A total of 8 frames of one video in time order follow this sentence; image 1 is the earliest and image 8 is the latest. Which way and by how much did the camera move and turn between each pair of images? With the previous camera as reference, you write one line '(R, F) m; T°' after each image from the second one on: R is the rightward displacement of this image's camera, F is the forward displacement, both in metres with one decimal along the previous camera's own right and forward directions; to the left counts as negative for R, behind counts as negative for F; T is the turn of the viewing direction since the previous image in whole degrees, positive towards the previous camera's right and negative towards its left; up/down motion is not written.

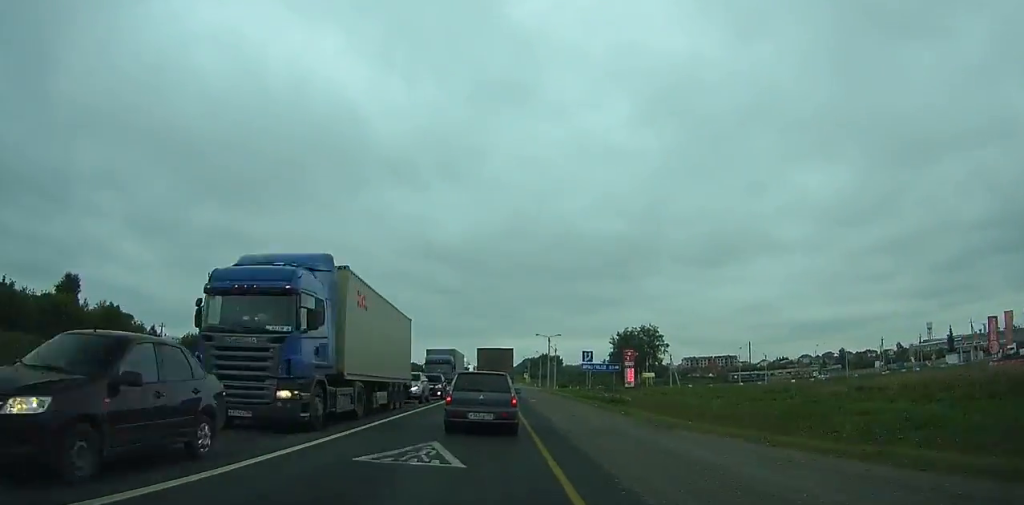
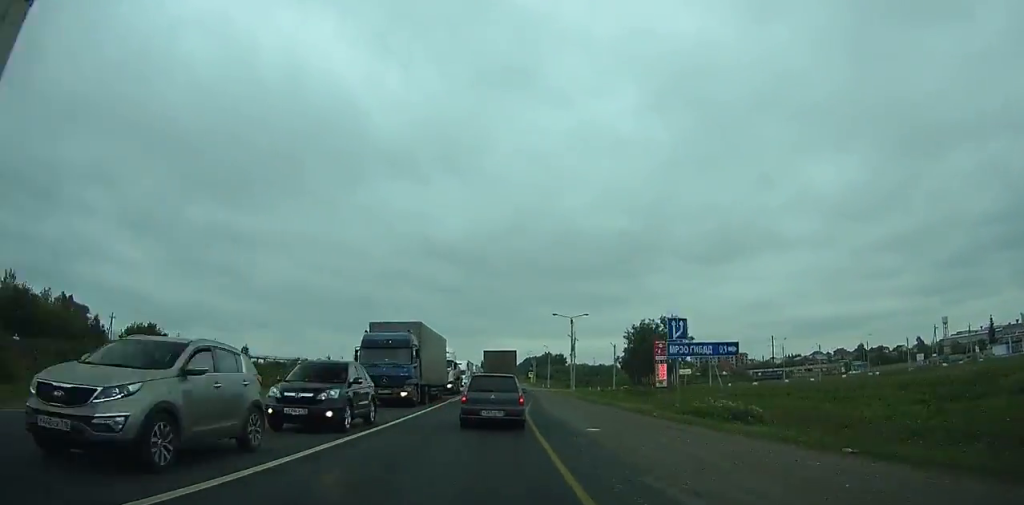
(0.0, +25.6) m; 0°
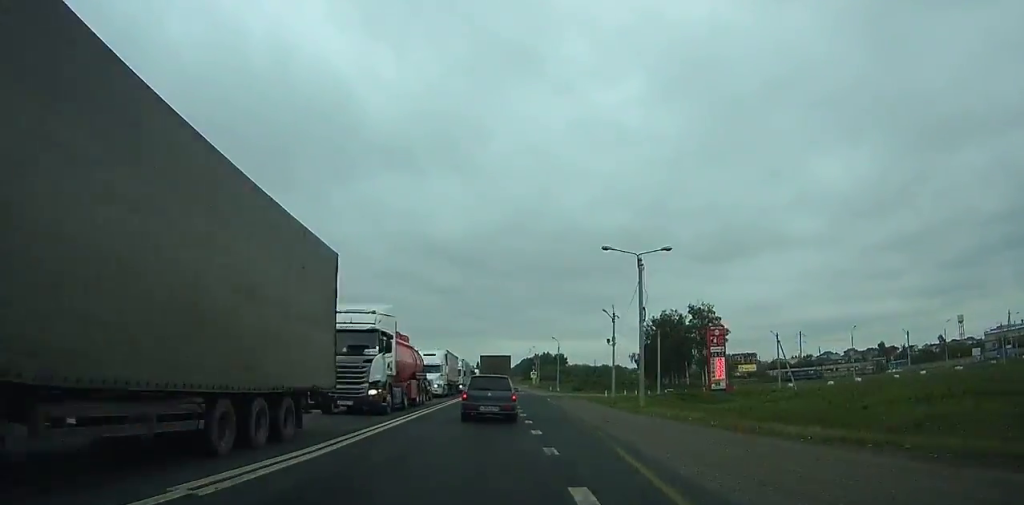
(-0.1, +29.5) m; 0°
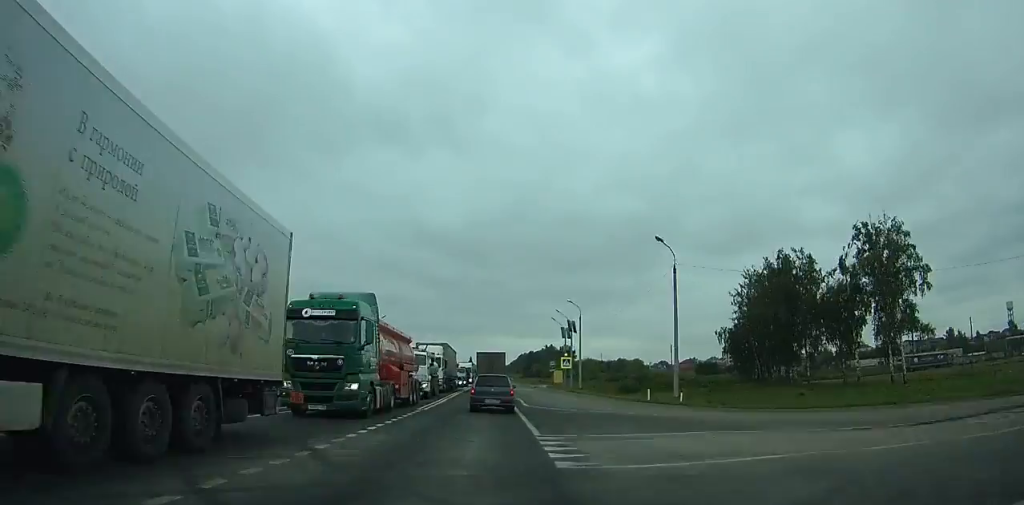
(+0.7, +72.8) m; 0°
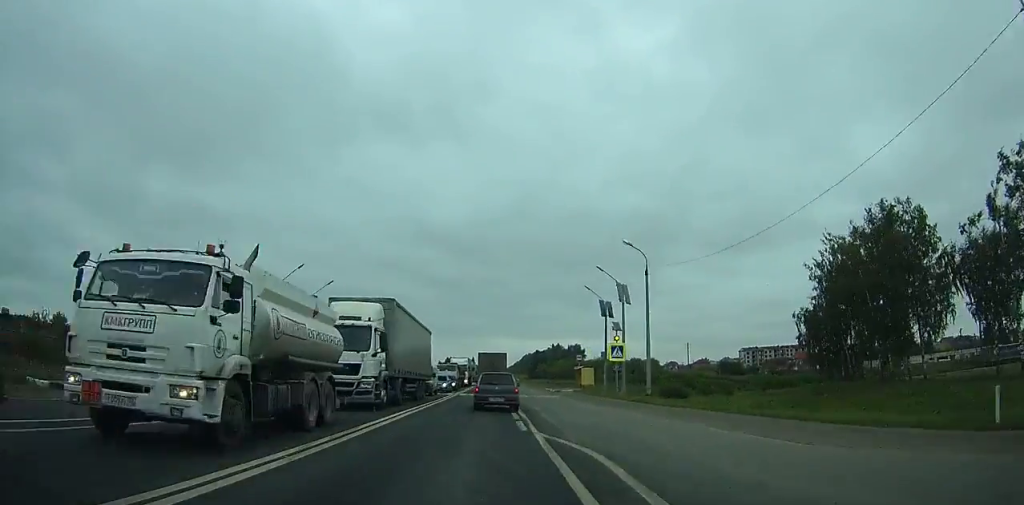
(+0.1, +26.9) m; 0°
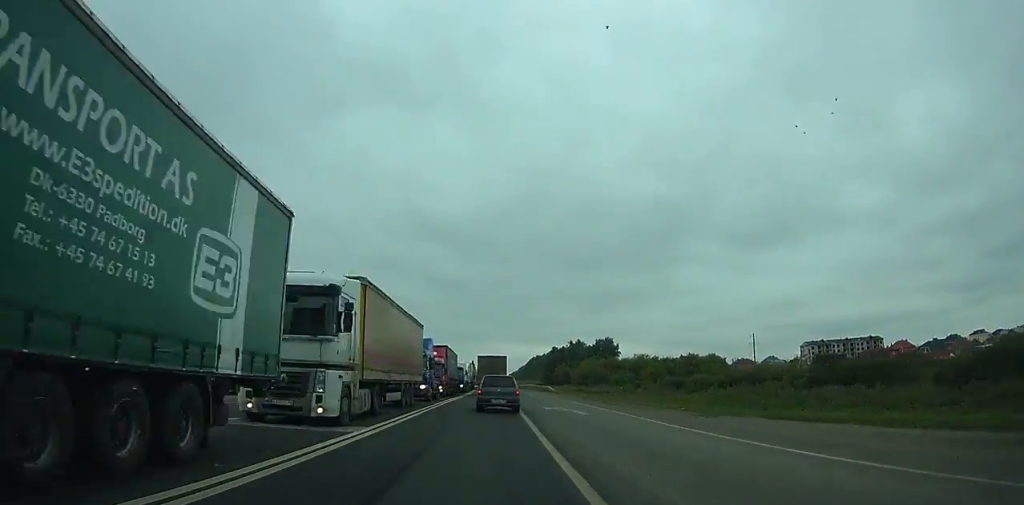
(-0.6, +87.0) m; 0°
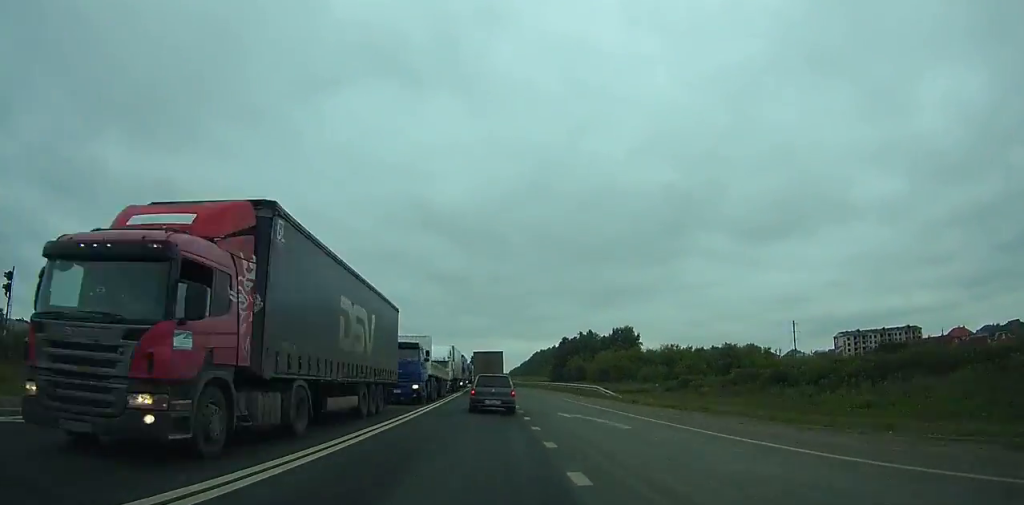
(-0.1, +35.5) m; 0°
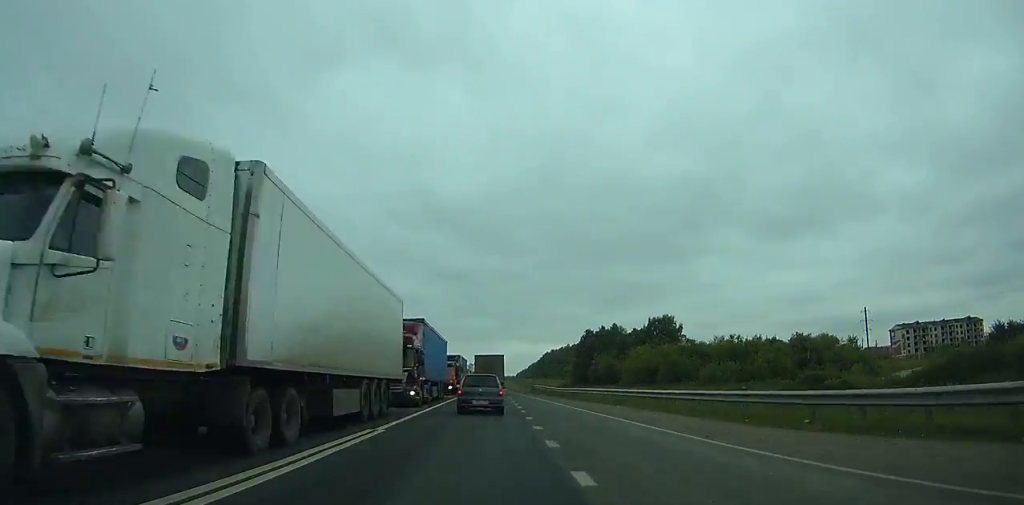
(-0.1, +44.9) m; 0°
